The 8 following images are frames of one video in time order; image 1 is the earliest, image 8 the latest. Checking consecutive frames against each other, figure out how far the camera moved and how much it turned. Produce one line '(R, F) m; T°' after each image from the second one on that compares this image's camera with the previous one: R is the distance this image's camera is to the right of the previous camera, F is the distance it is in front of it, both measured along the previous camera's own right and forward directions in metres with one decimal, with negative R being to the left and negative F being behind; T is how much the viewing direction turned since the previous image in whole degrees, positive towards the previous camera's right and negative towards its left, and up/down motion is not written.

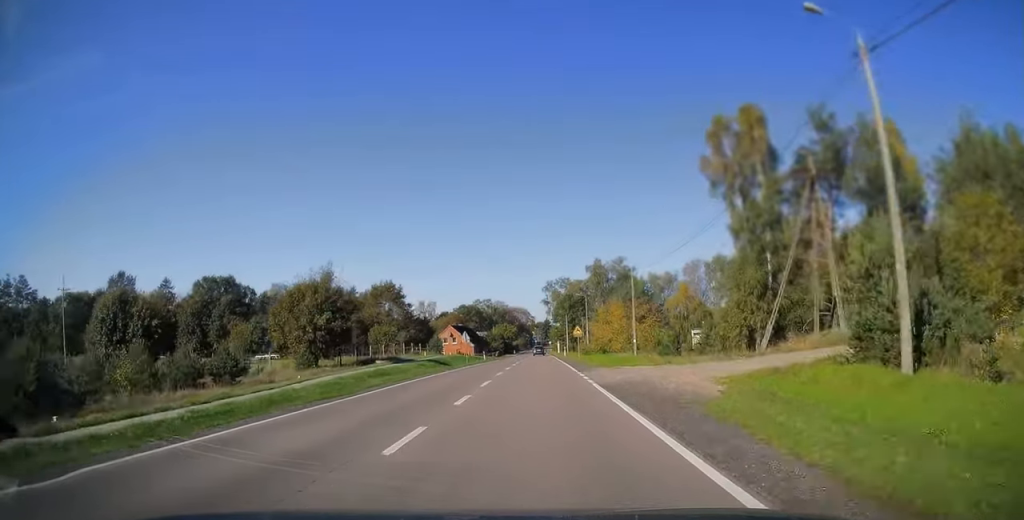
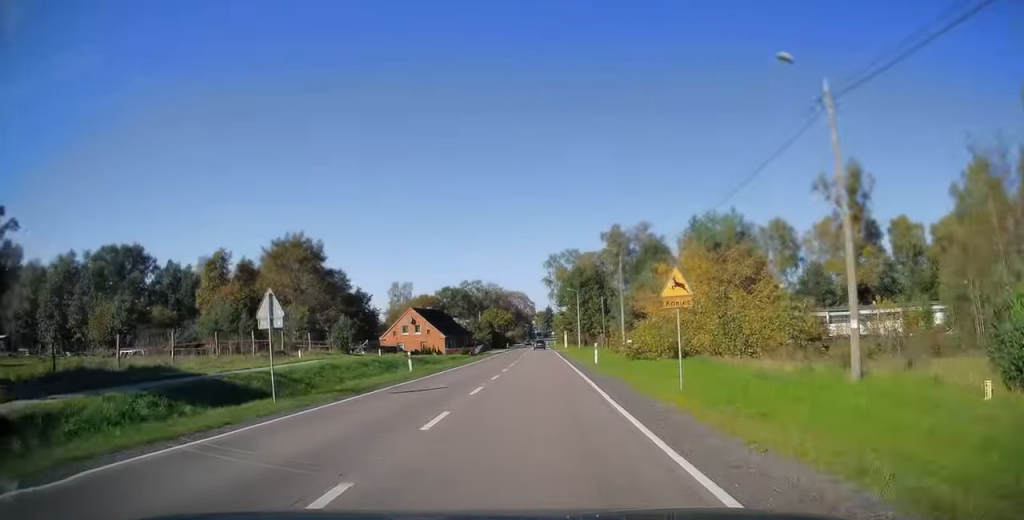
(-0.1, +39.1) m; 0°
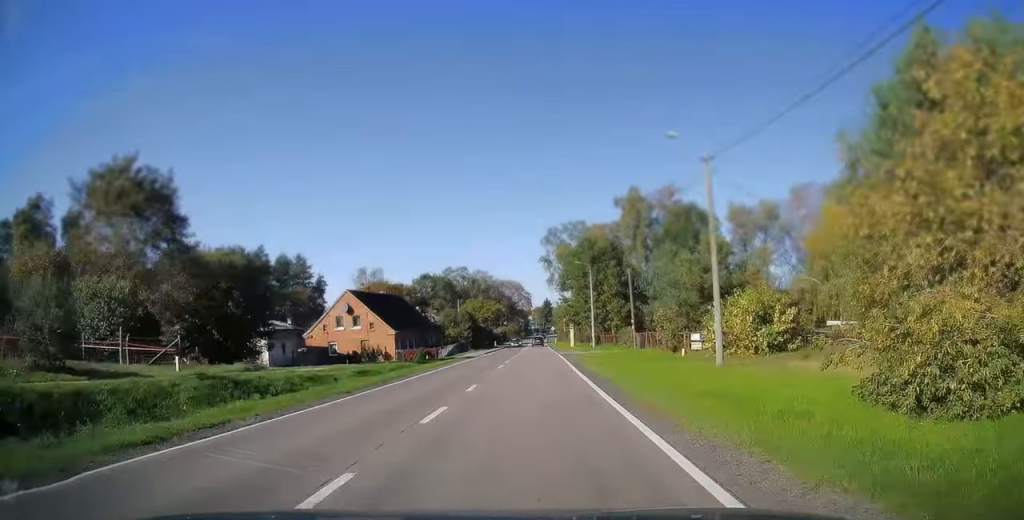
(0.0, +28.6) m; 0°
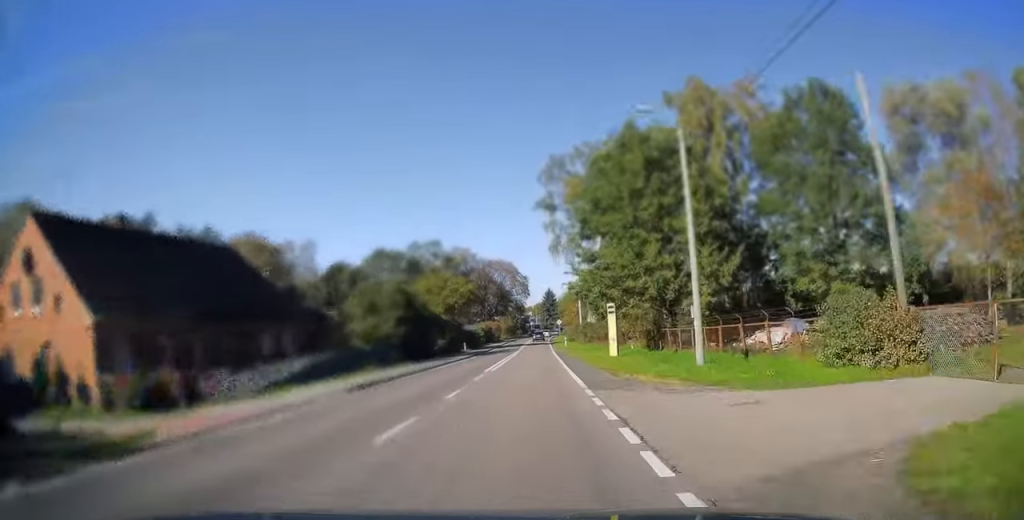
(+0.1, +42.8) m; 0°
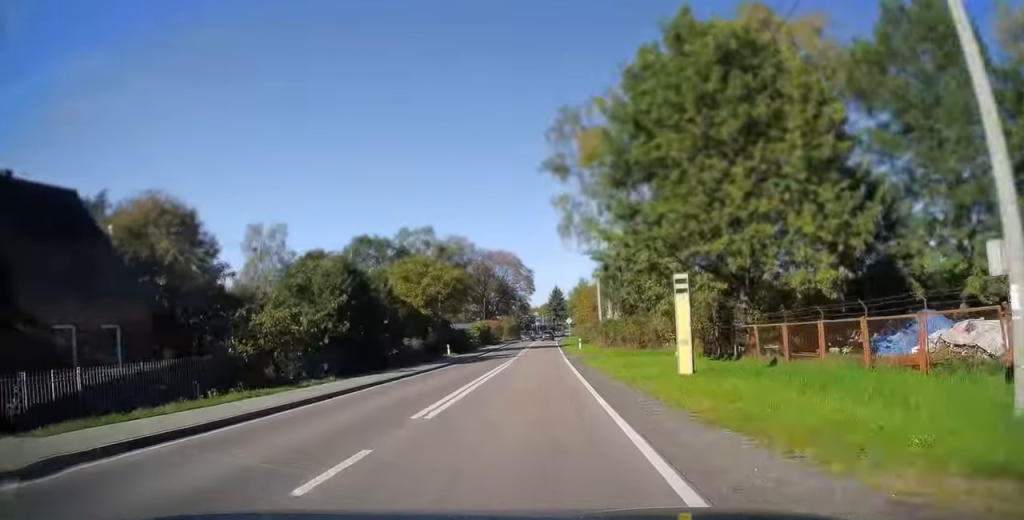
(-0.1, +14.8) m; 0°
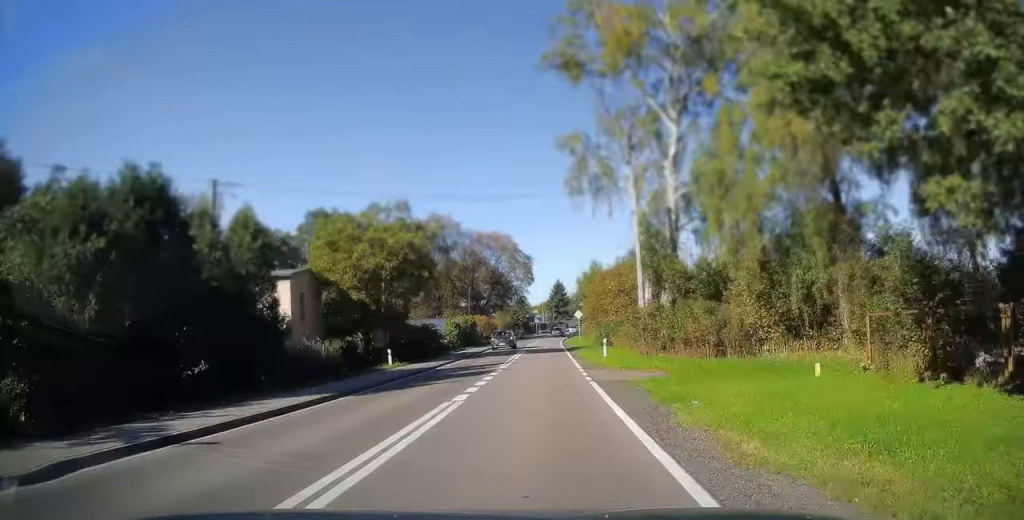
(-0.2, +19.2) m; 0°
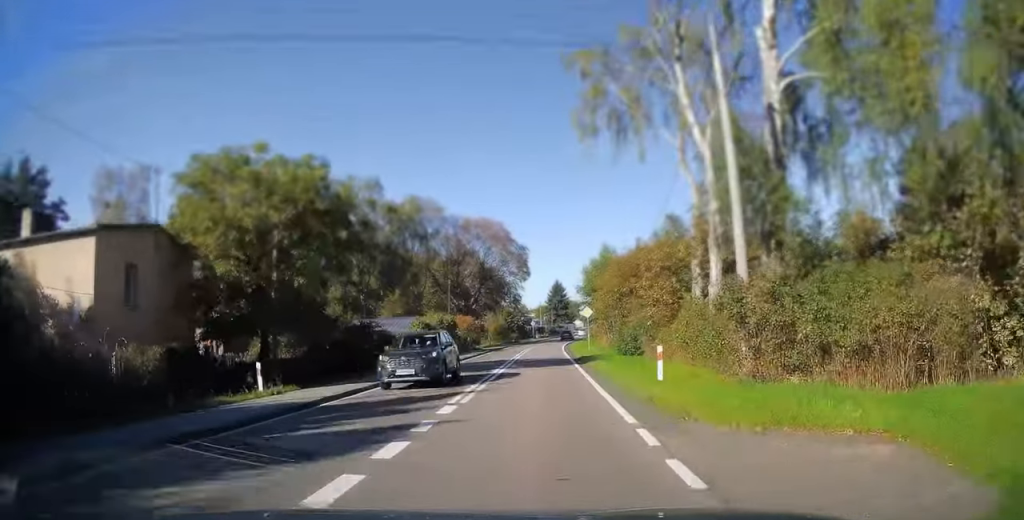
(+0.1, +14.2) m; 0°
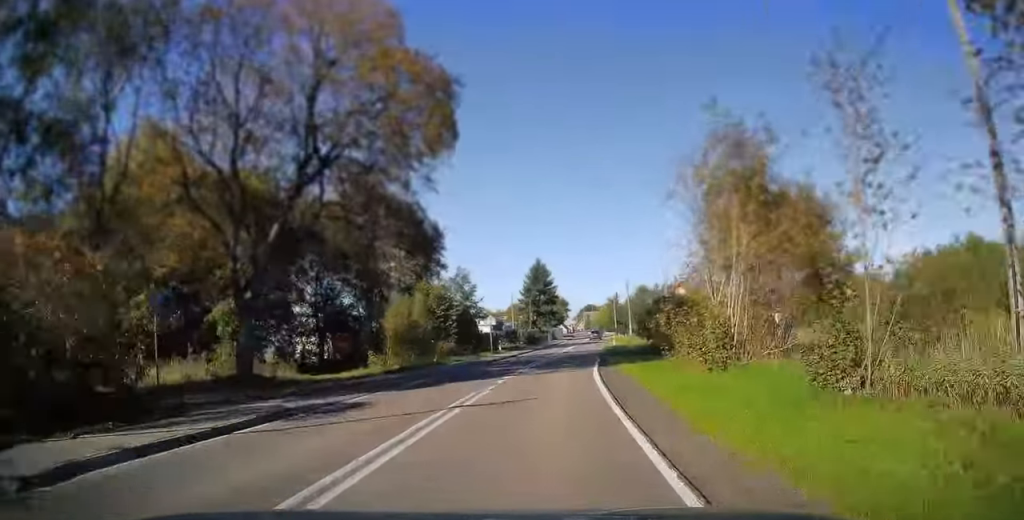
(+0.6, +56.5) m; +2°
